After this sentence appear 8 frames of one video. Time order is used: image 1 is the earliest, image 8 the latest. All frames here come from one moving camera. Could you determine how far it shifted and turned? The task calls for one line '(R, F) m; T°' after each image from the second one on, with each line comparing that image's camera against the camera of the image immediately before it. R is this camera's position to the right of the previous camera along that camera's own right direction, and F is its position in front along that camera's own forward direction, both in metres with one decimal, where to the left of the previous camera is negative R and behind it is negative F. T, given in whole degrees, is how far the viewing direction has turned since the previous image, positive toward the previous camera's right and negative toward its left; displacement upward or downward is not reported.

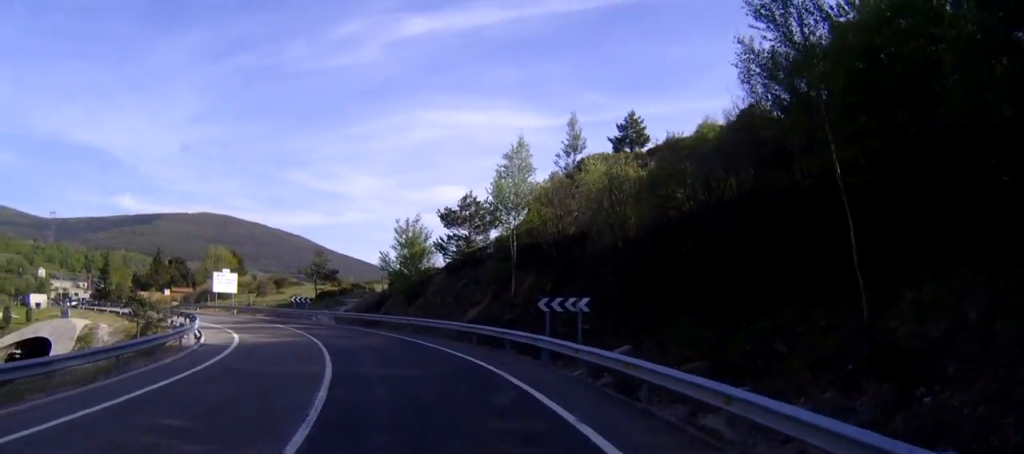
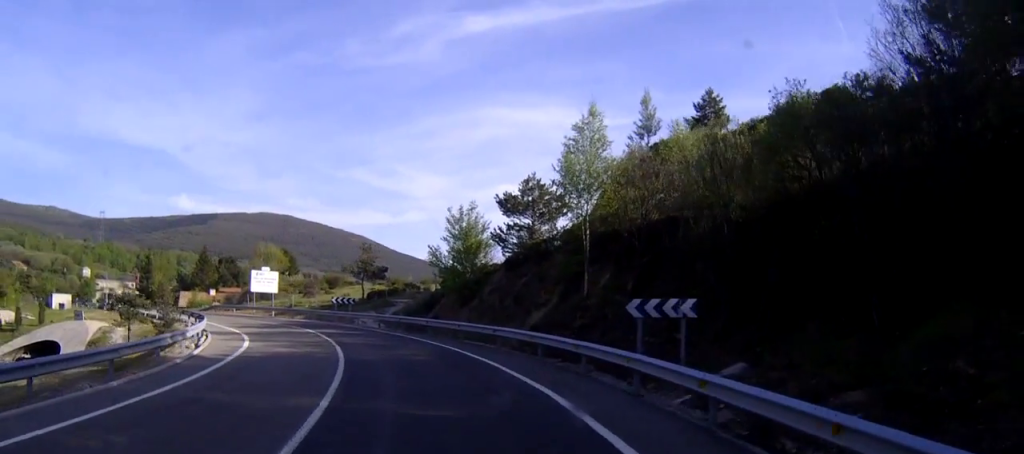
(+0.1, +5.8) m; -5°
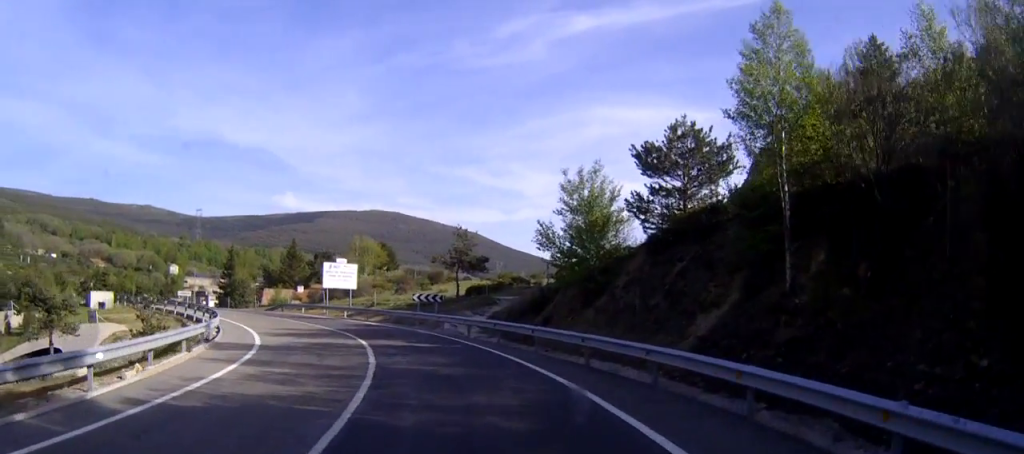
(-1.2, +11.0) m; -8°
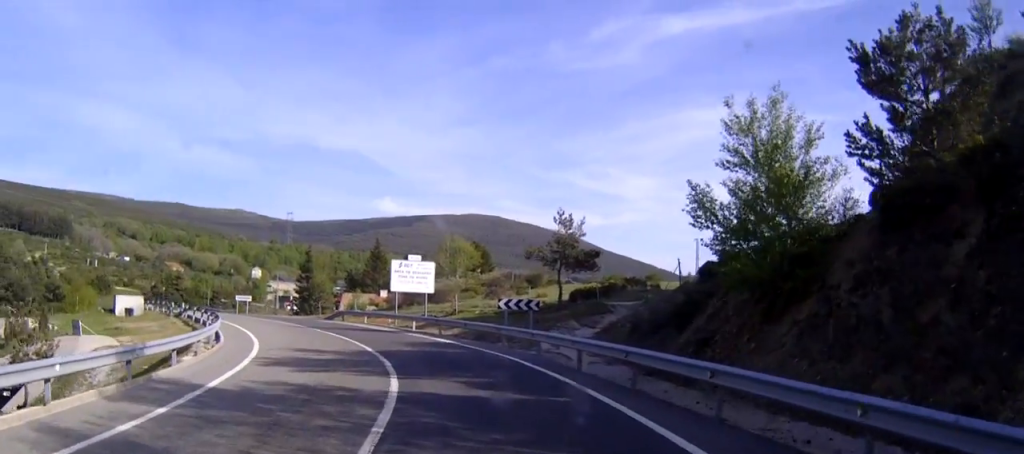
(-0.3, +10.6) m; -6°
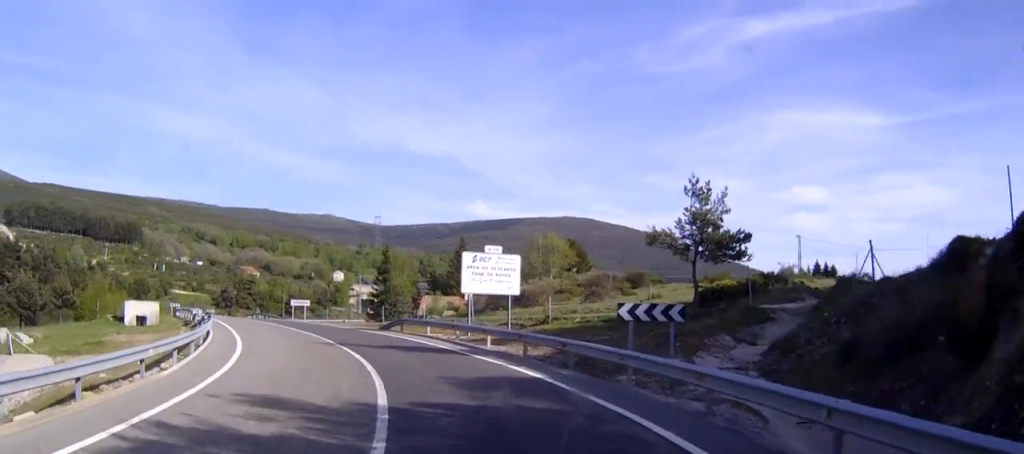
(-1.0, +10.9) m; -9°
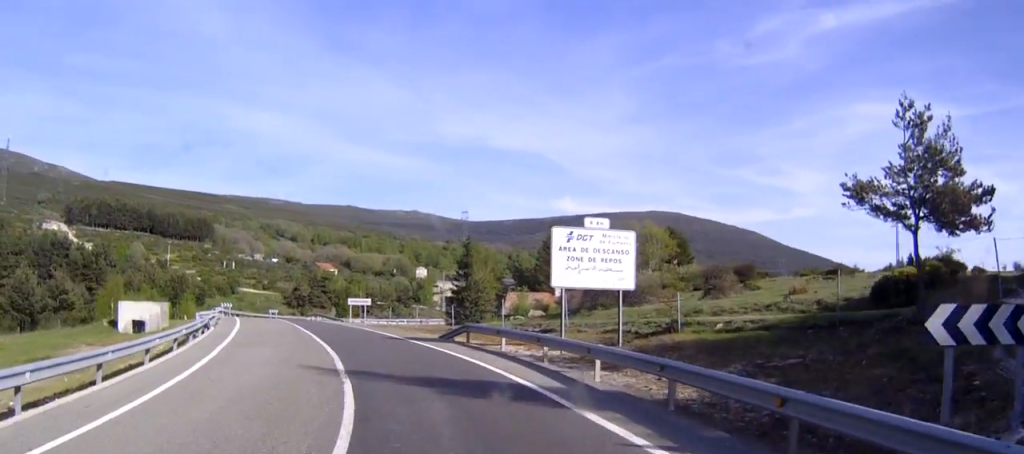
(-0.5, +10.6) m; -8°
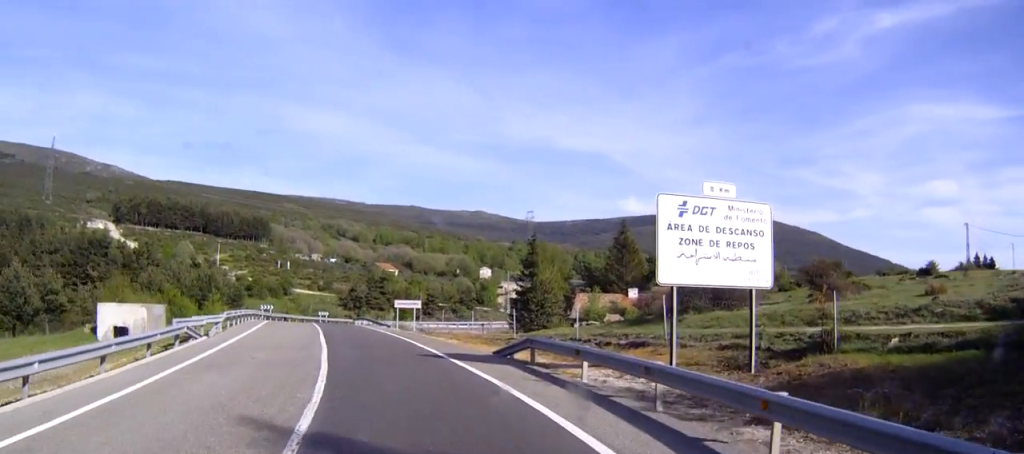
(-0.6, +7.7) m; -5°
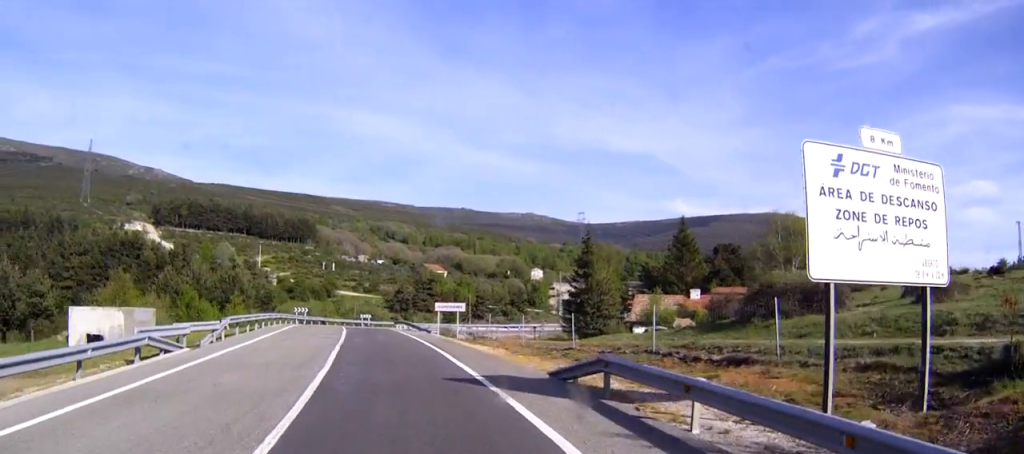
(-0.1, +5.7) m; -3°
